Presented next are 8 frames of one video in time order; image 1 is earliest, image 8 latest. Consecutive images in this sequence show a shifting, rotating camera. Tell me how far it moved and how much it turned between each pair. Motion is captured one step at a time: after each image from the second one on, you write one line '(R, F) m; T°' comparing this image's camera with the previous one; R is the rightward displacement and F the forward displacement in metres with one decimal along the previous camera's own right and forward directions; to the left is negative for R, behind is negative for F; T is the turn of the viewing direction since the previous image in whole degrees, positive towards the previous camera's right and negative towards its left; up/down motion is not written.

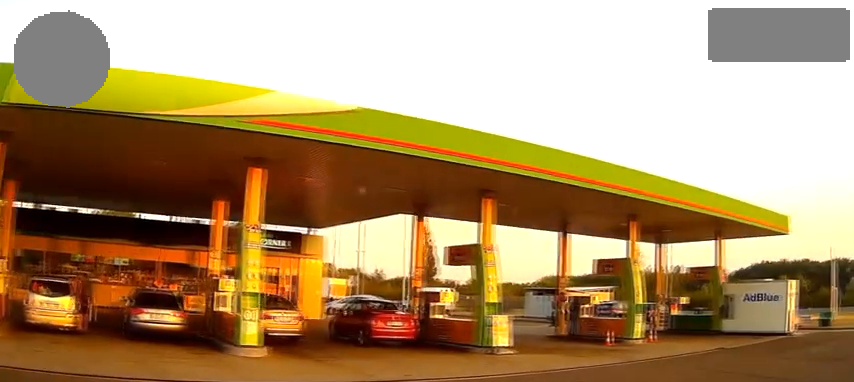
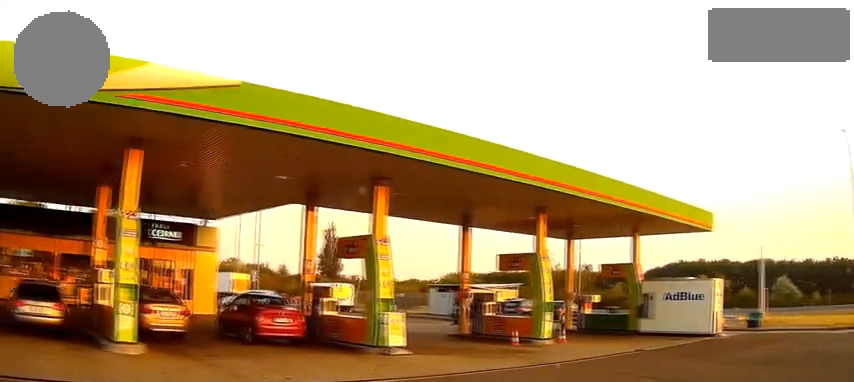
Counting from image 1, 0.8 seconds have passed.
(0.0, +1.6) m; +4°
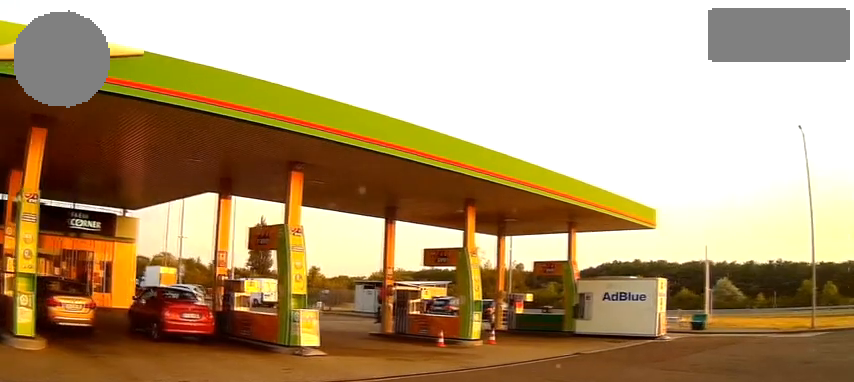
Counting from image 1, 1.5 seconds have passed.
(+0.1, +1.6) m; +4°
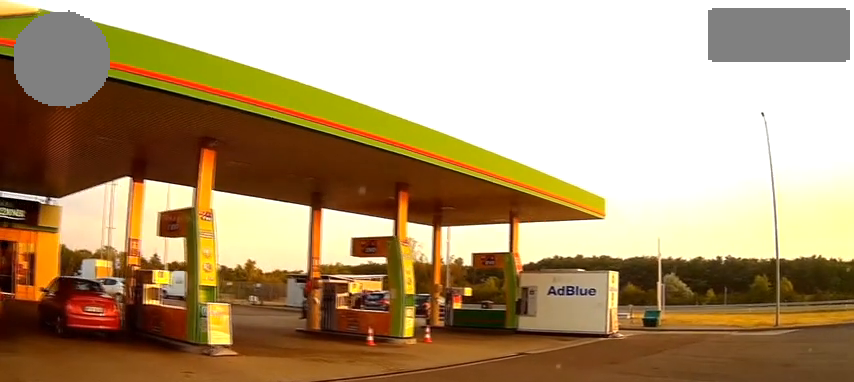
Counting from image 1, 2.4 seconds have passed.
(0.0, +1.8) m; +5°
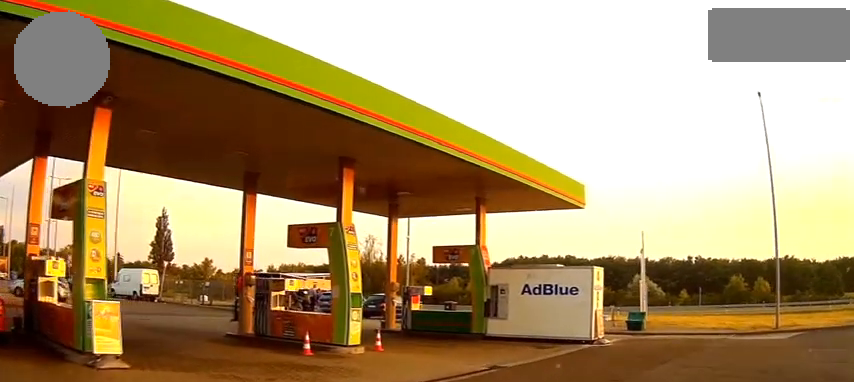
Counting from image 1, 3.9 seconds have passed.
(+0.2, +3.4) m; +2°
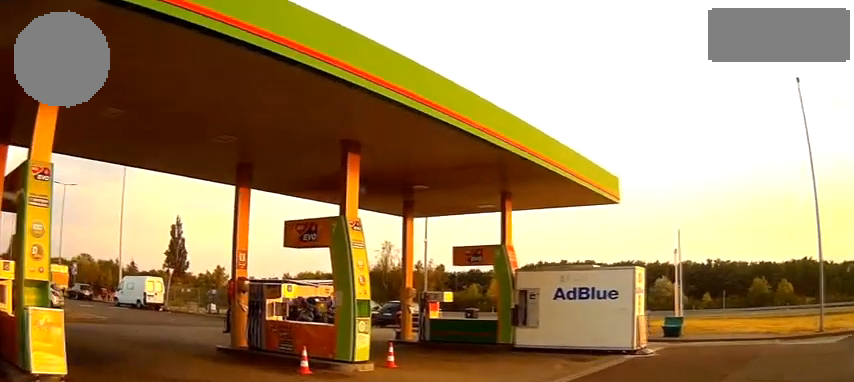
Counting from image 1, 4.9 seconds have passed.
(-0.1, +2.5) m; -4°
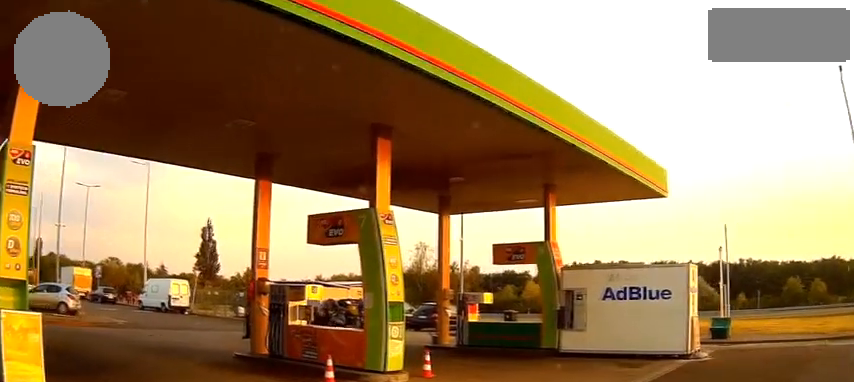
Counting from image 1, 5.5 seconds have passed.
(0.0, +1.5) m; -4°
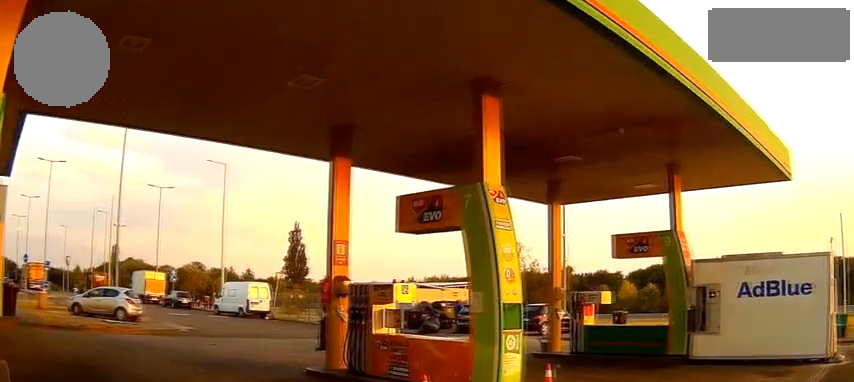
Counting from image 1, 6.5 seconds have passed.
(-0.3, +2.8) m; -10°
